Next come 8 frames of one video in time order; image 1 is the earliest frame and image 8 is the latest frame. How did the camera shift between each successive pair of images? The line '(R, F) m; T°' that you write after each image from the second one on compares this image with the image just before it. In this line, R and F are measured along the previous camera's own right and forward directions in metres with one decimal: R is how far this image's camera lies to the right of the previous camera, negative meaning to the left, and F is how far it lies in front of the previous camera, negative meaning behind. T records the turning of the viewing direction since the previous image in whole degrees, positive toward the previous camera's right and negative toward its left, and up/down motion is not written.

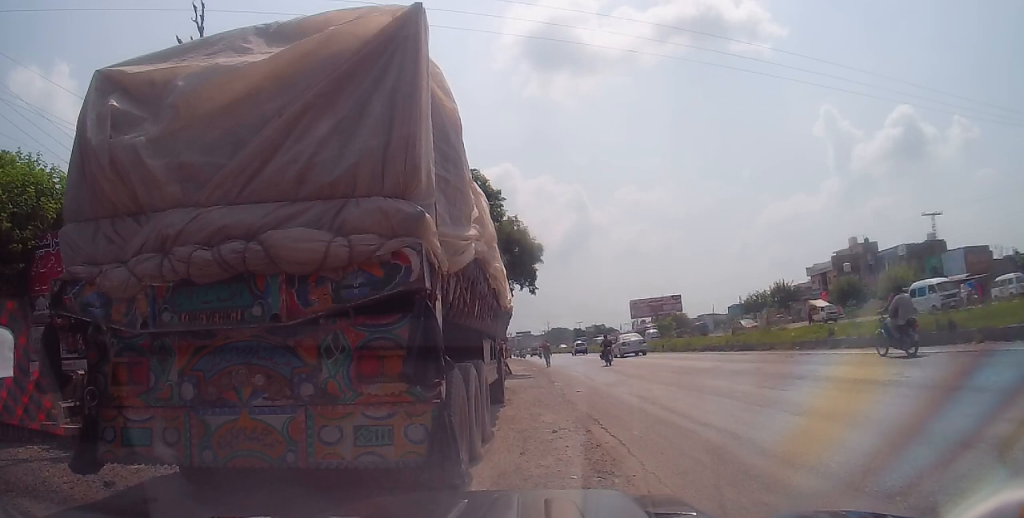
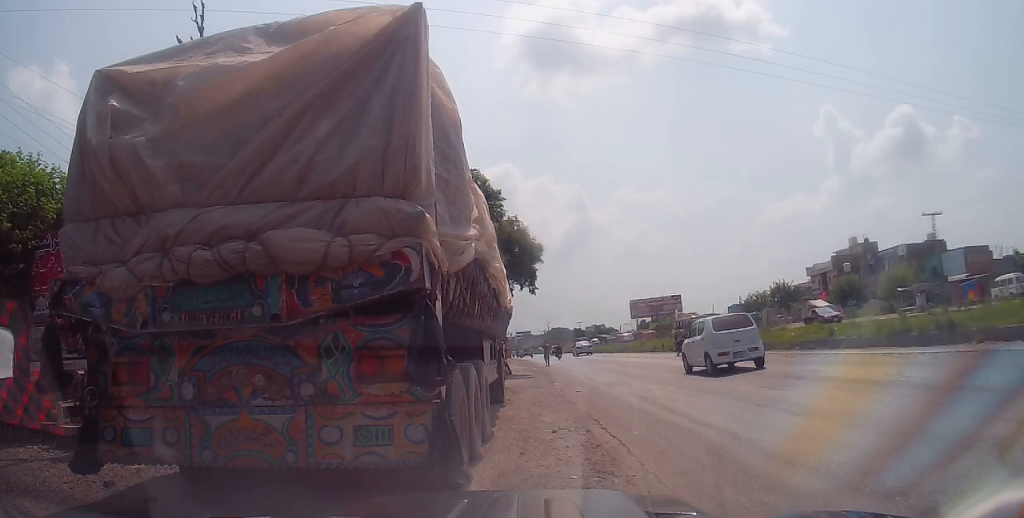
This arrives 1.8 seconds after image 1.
(0.0, 0.0) m; 0°
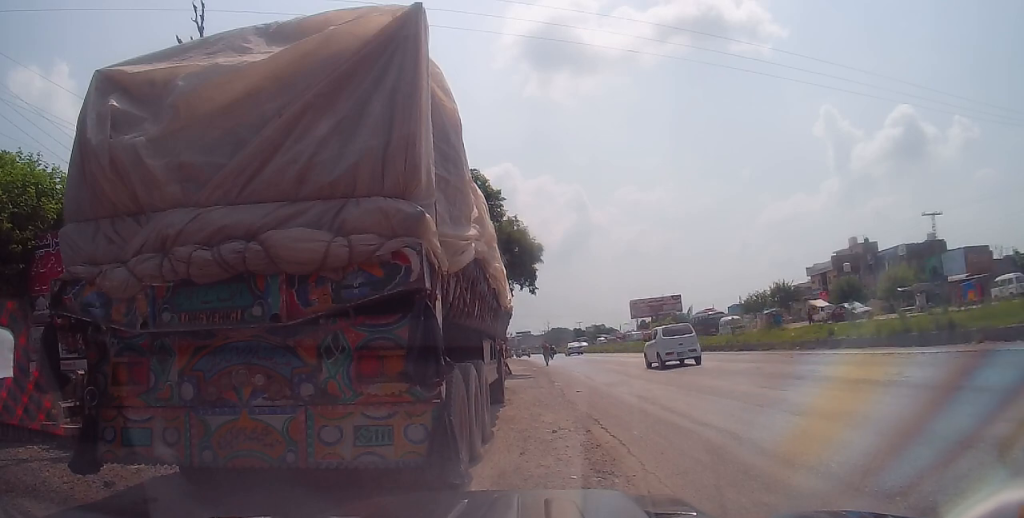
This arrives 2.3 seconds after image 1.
(0.0, 0.0) m; 0°
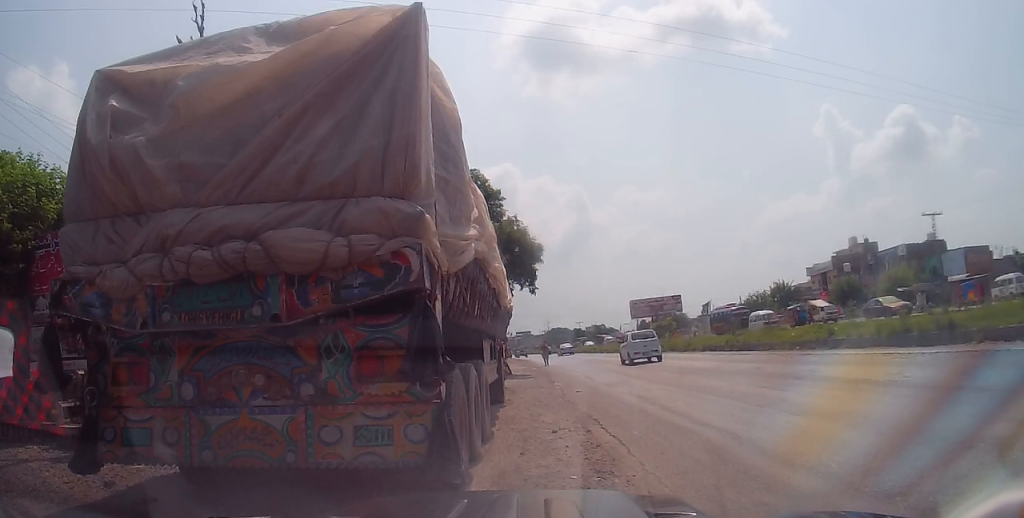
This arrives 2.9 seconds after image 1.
(0.0, 0.0) m; 0°
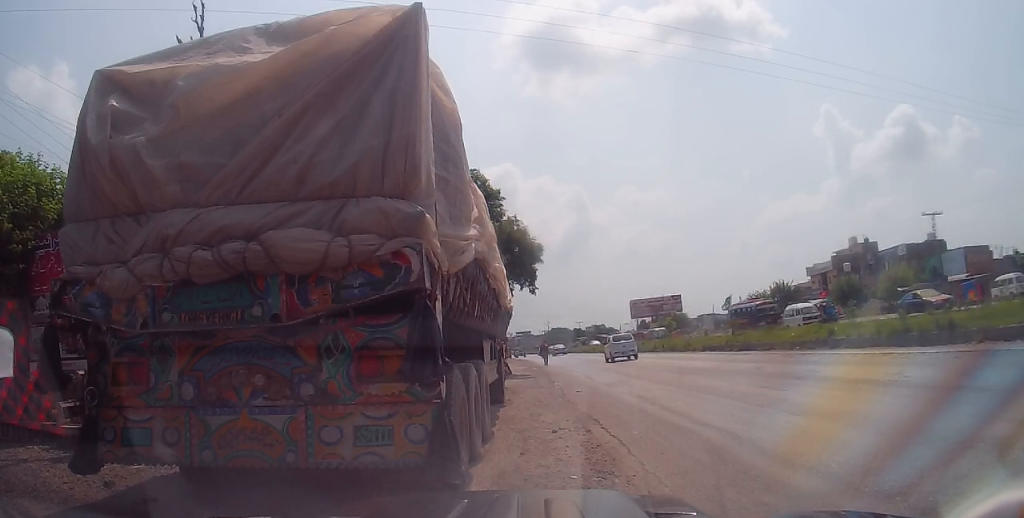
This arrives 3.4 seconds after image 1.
(0.0, 0.0) m; 0°
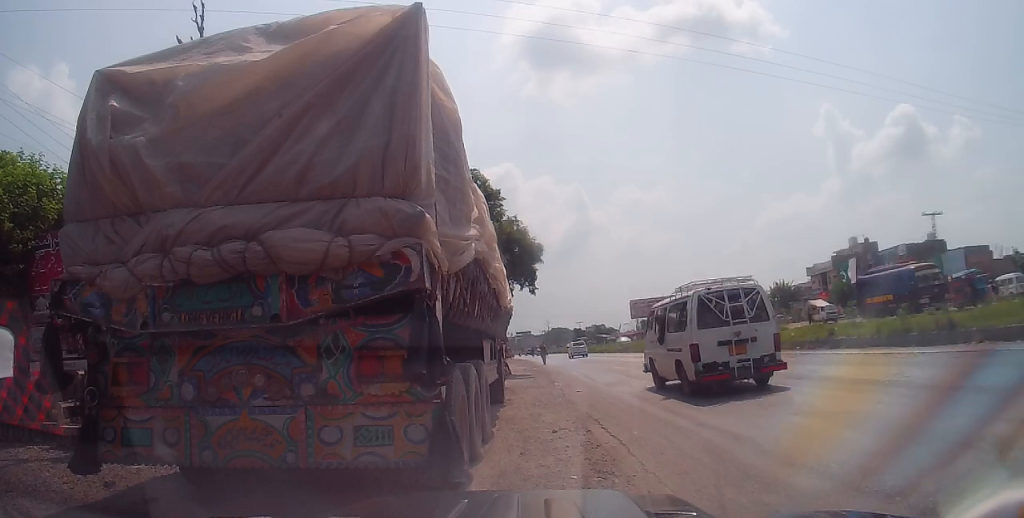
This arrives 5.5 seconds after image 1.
(0.0, 0.0) m; 0°
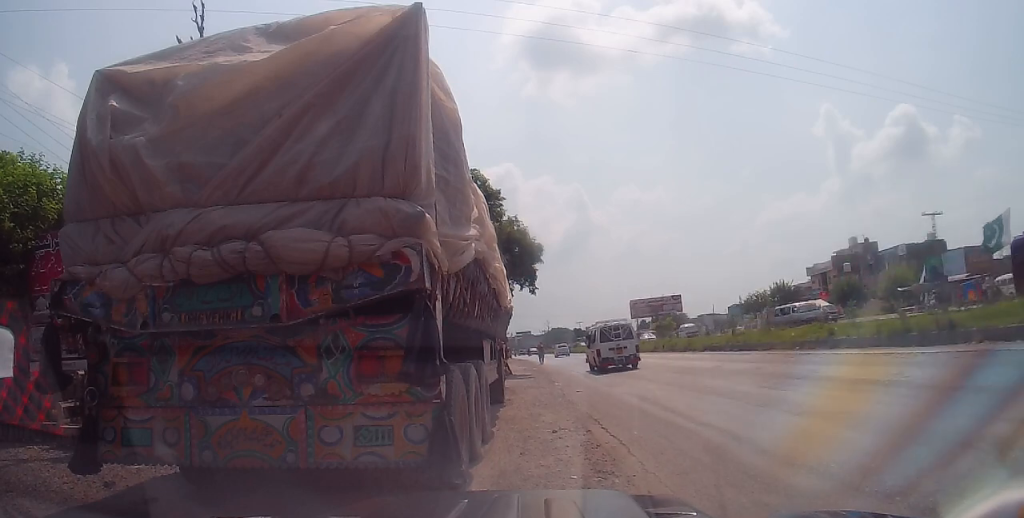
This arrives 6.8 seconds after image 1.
(0.0, 0.0) m; 0°
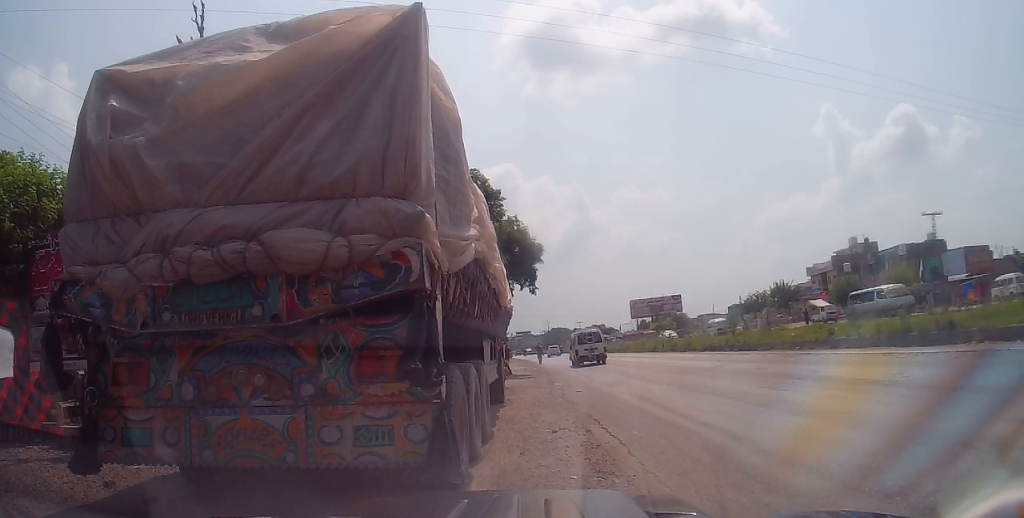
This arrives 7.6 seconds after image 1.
(0.0, 0.0) m; 0°
